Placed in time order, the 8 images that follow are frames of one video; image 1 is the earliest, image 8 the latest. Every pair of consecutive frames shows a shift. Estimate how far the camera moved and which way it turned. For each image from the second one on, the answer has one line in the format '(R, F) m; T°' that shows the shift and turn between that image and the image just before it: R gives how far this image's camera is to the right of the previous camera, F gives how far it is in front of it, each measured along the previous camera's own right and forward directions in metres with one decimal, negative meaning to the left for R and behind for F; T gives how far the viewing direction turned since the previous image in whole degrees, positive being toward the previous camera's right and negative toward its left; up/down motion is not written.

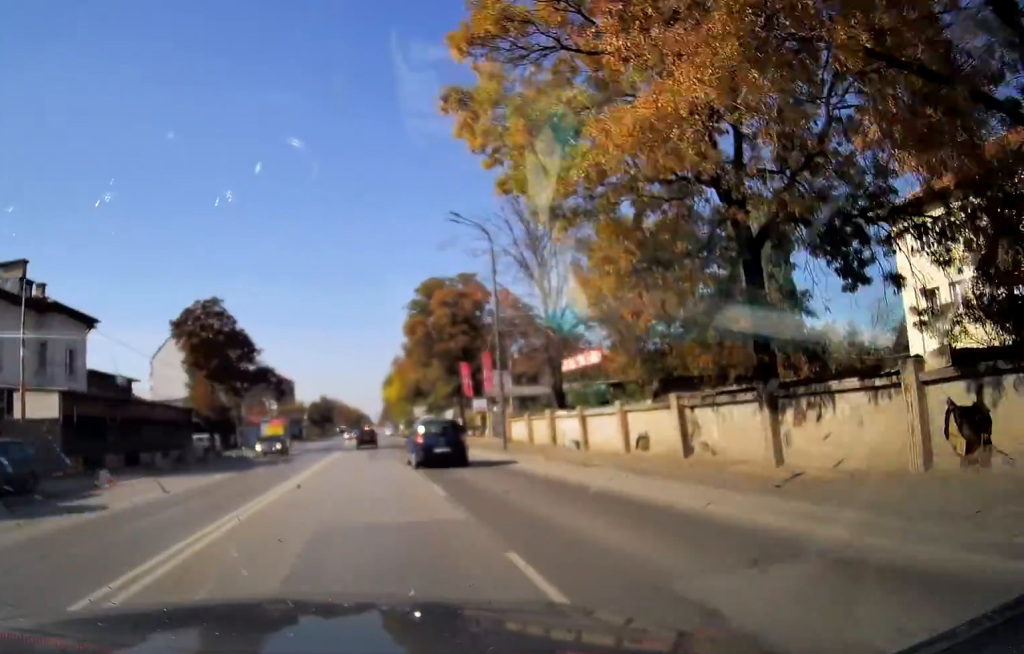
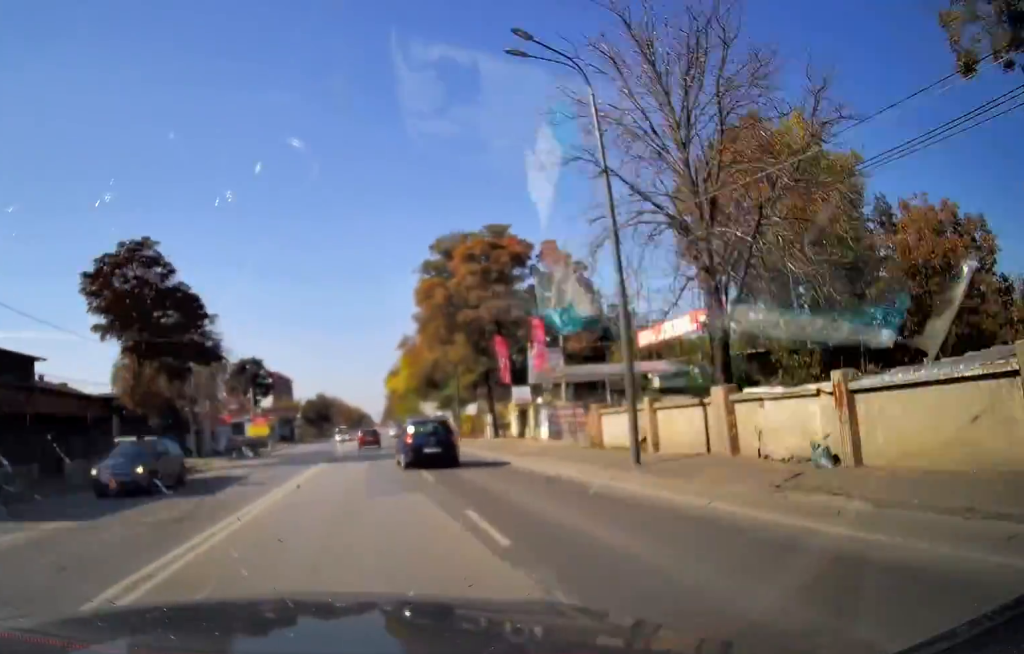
(0.0, +14.4) m; 0°
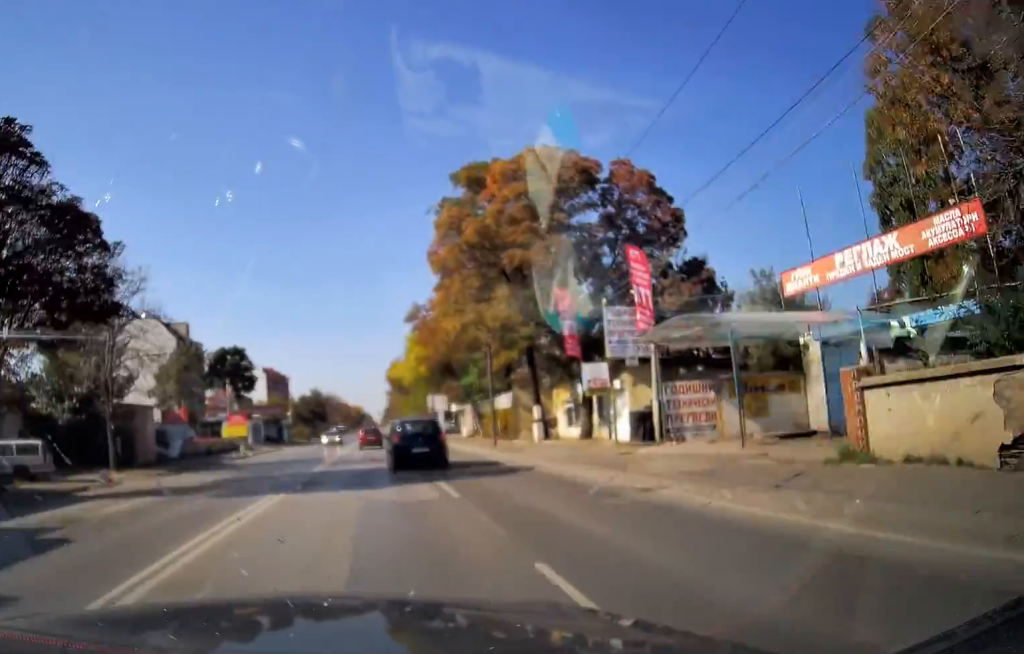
(0.0, +13.0) m; 0°
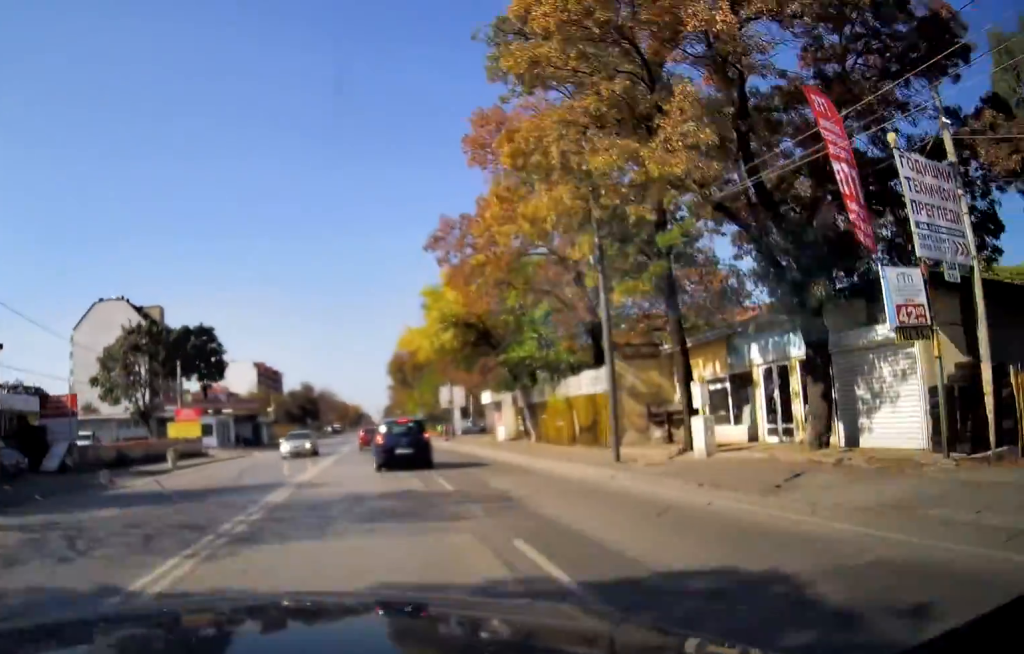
(-0.1, +16.8) m; 0°
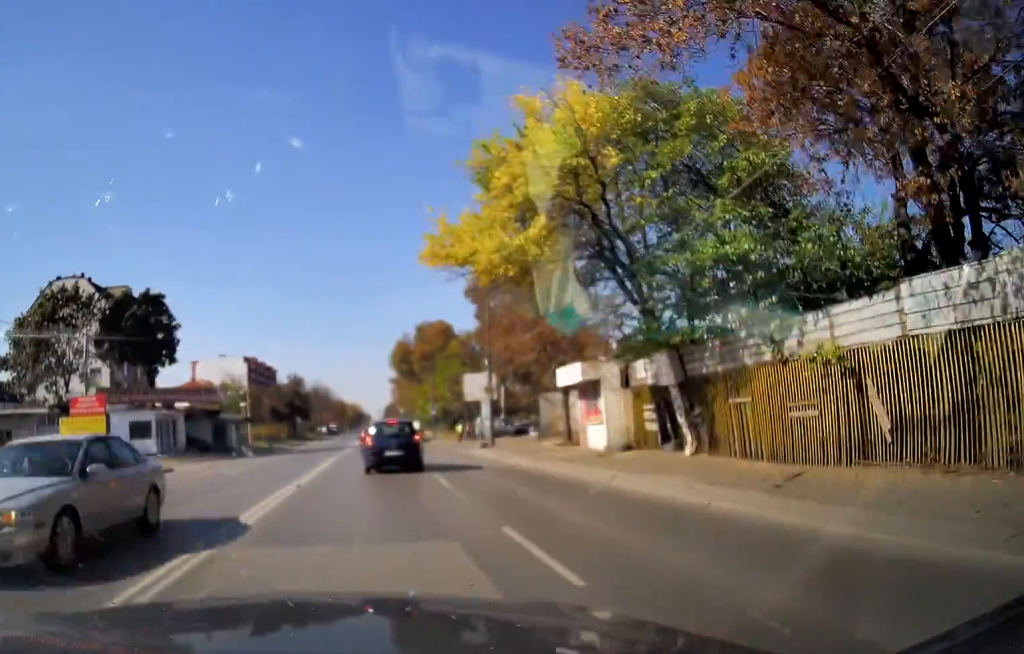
(+0.1, +17.7) m; 0°
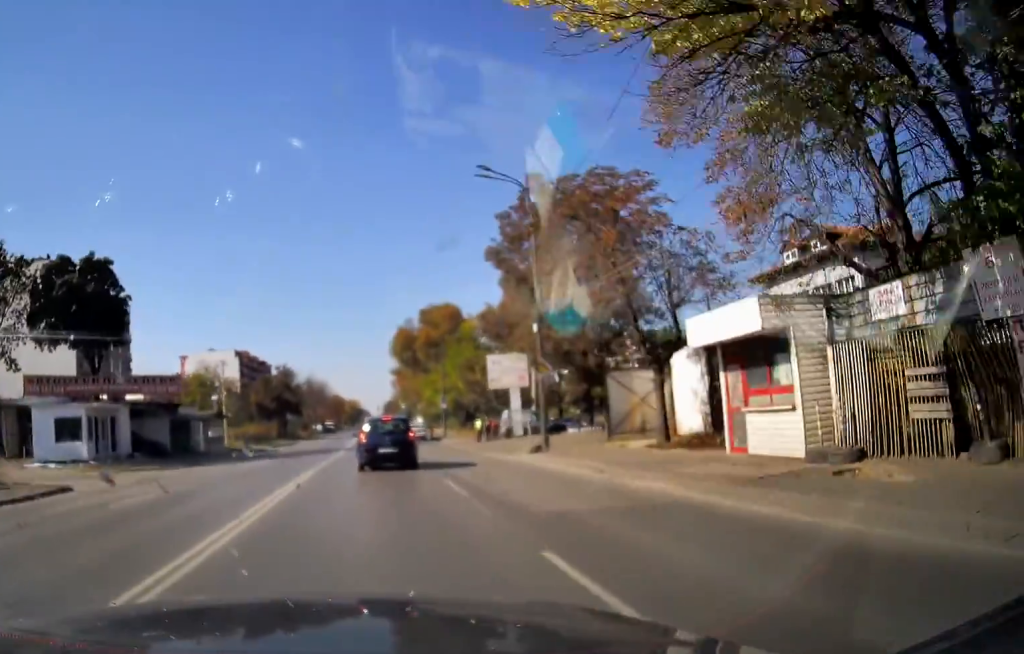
(0.0, +11.7) m; 0°
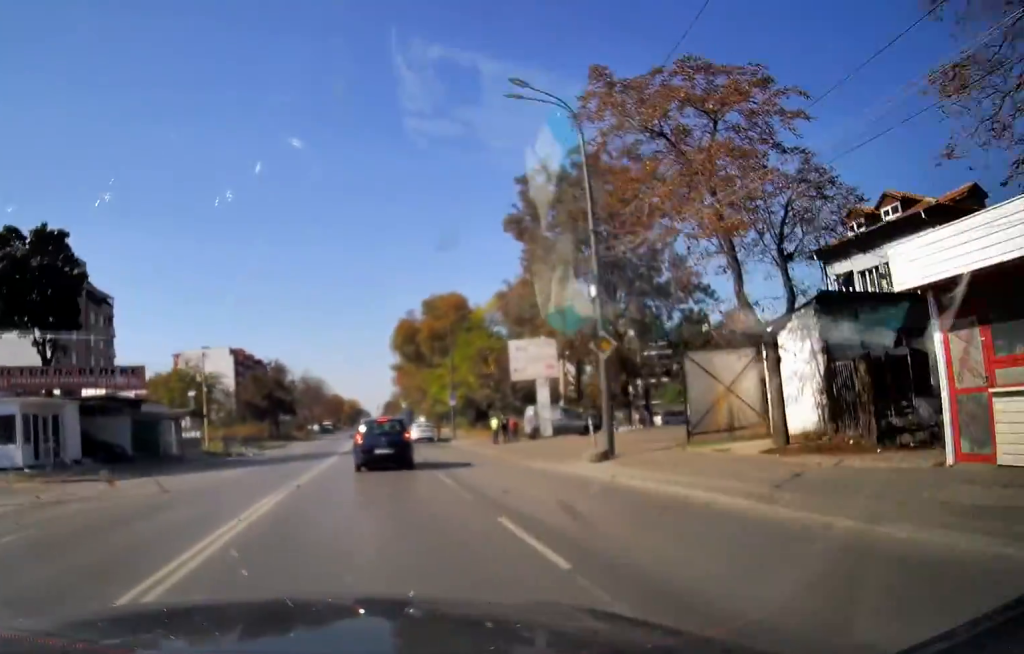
(-0.1, +7.3) m; 0°
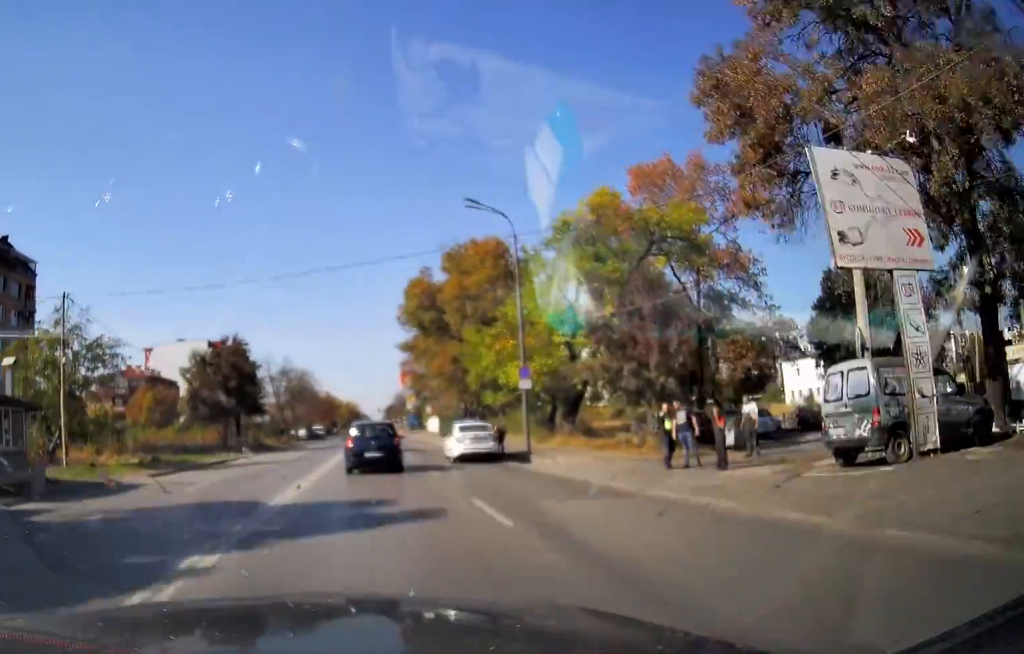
(+0.7, +25.7) m; +2°
